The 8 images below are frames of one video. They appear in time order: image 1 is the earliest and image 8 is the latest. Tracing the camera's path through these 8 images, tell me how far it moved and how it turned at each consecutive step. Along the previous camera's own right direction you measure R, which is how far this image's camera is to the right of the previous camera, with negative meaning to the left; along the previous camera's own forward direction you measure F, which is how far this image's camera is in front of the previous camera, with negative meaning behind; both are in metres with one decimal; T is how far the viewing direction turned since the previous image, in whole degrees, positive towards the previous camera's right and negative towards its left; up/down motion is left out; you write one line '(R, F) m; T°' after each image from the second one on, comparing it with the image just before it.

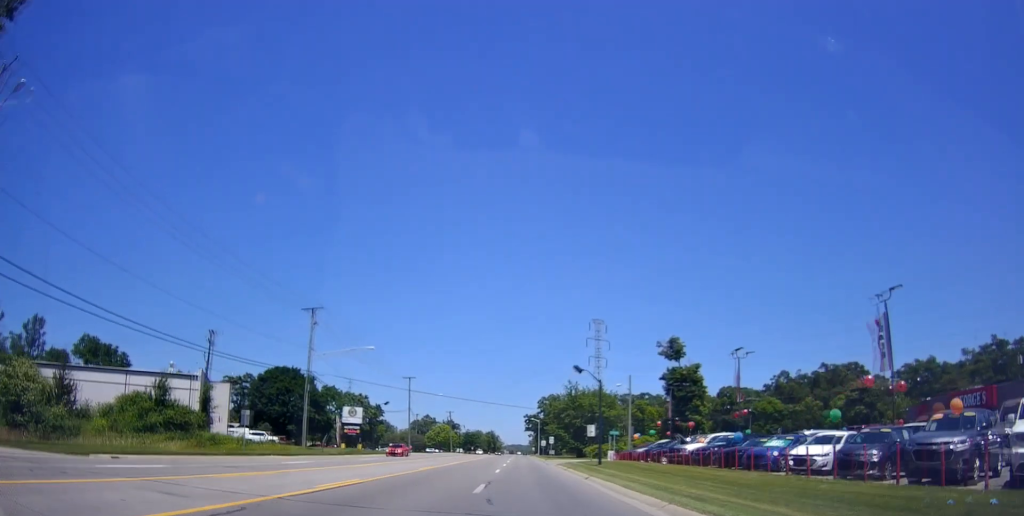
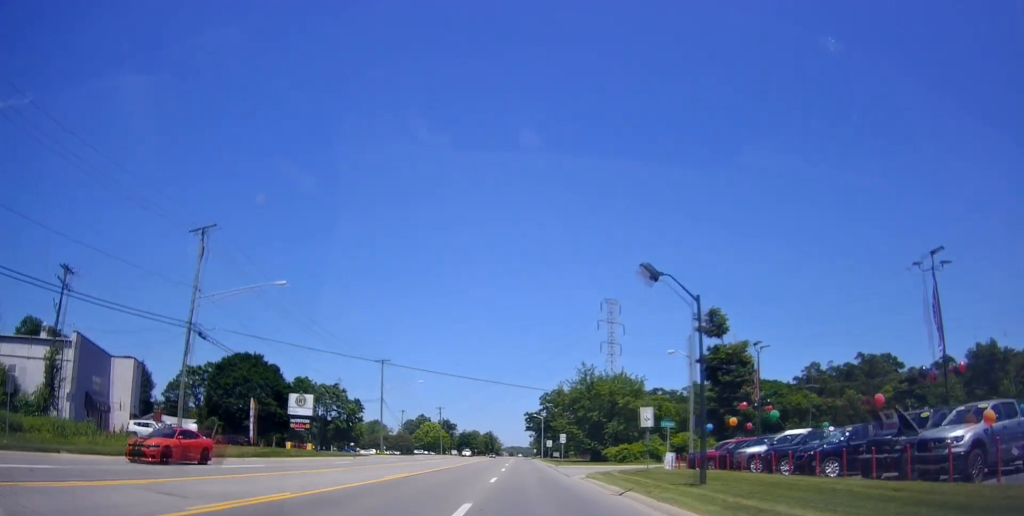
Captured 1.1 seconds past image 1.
(+0.1, +21.0) m; +1°
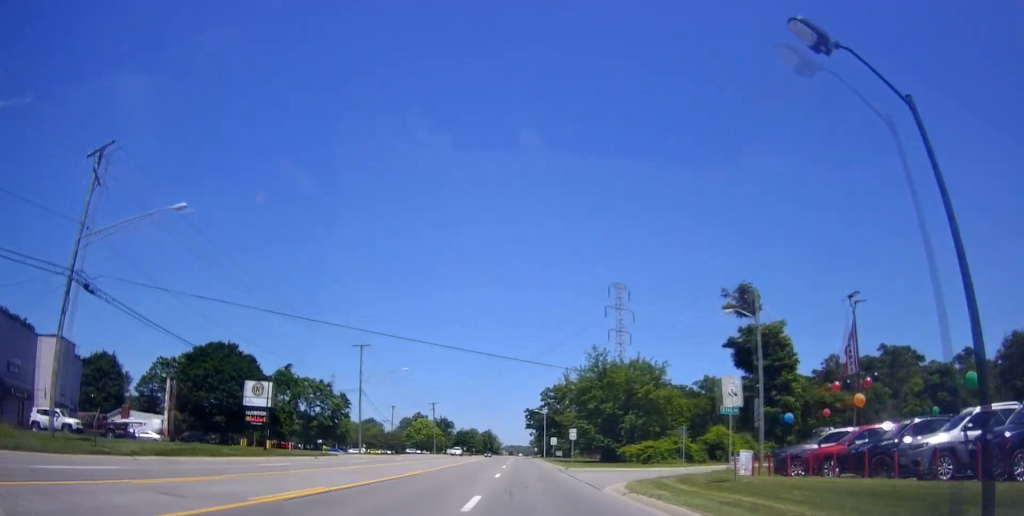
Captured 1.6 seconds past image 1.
(0.0, +11.4) m; 0°
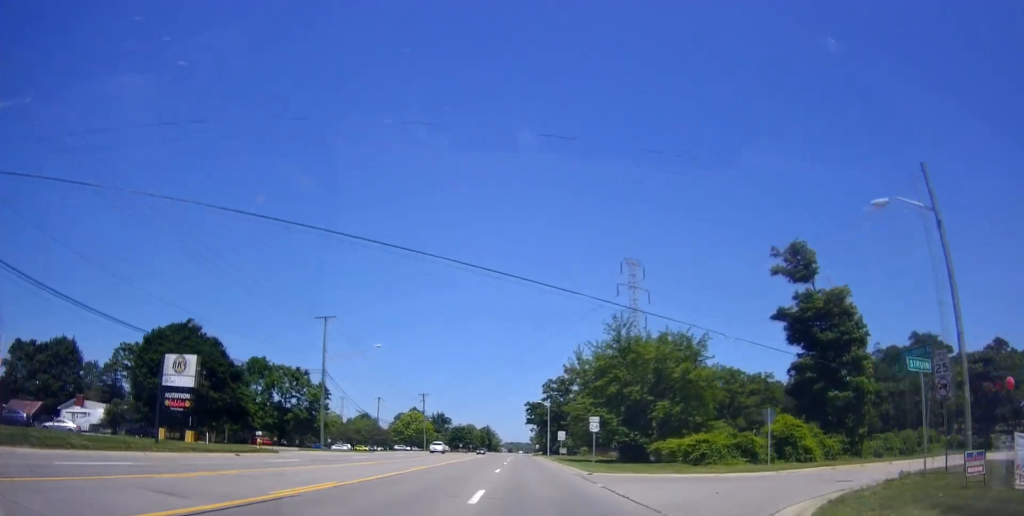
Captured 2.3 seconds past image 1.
(+0.4, +14.2) m; 0°
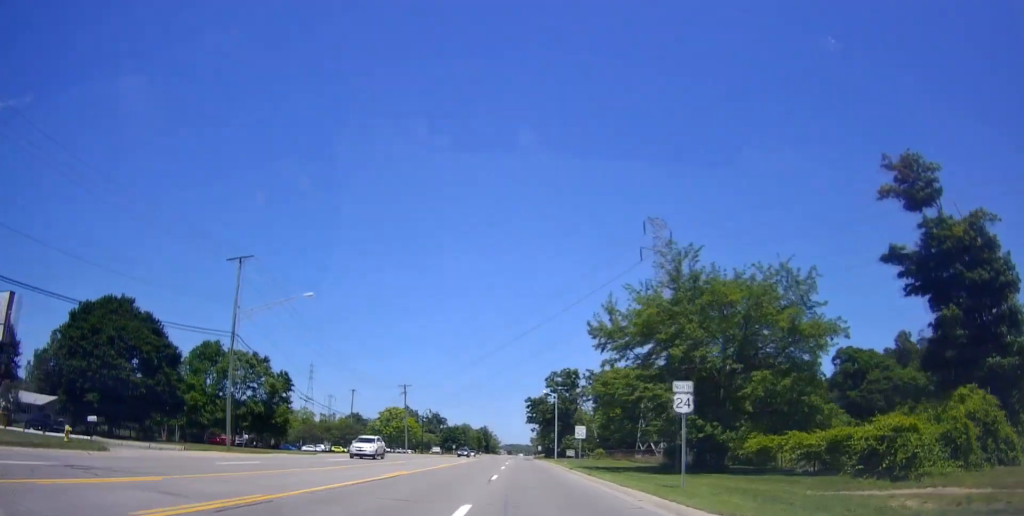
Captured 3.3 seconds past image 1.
(-0.5, +20.0) m; -1°
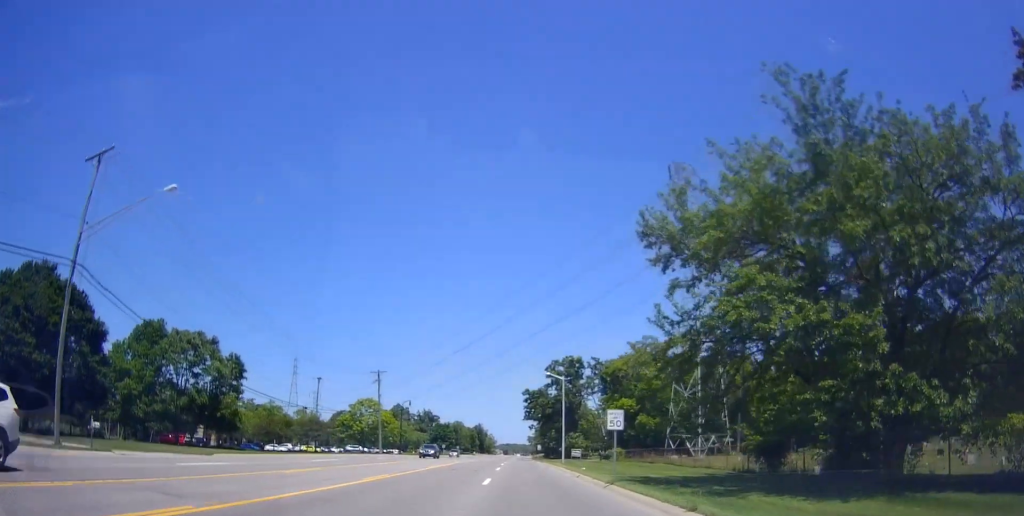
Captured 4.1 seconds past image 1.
(-0.1, +17.5) m; +1°
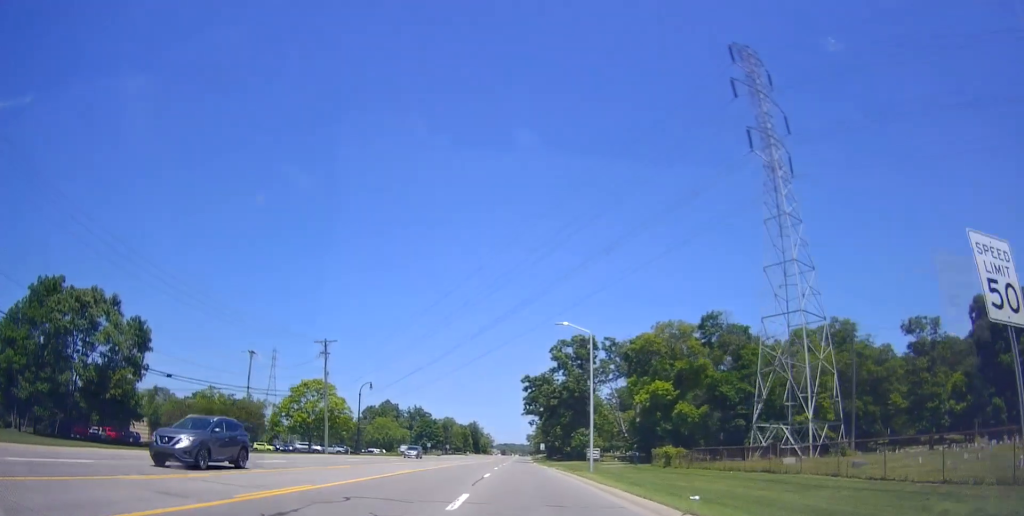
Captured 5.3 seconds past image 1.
(+0.7, +24.1) m; +2°
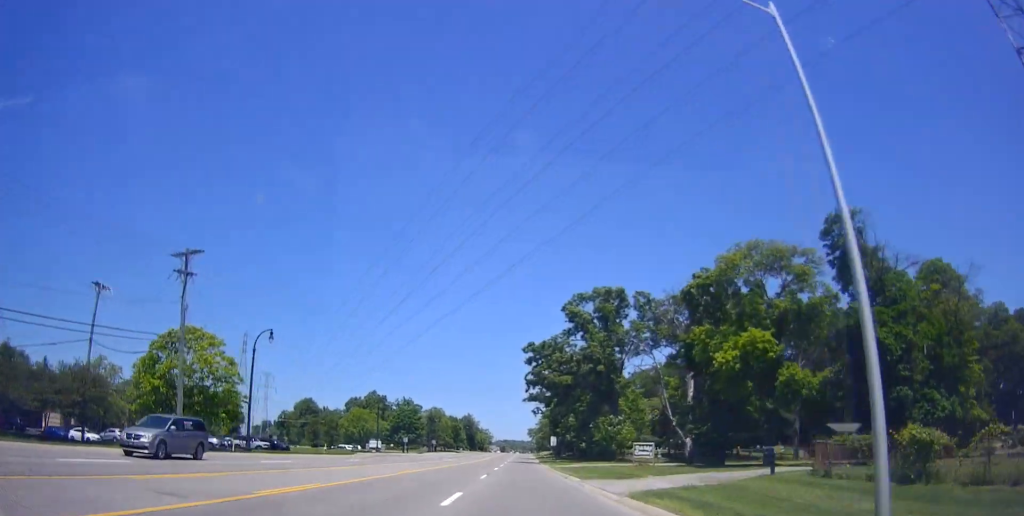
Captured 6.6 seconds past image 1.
(-0.7, +29.5) m; -3°
